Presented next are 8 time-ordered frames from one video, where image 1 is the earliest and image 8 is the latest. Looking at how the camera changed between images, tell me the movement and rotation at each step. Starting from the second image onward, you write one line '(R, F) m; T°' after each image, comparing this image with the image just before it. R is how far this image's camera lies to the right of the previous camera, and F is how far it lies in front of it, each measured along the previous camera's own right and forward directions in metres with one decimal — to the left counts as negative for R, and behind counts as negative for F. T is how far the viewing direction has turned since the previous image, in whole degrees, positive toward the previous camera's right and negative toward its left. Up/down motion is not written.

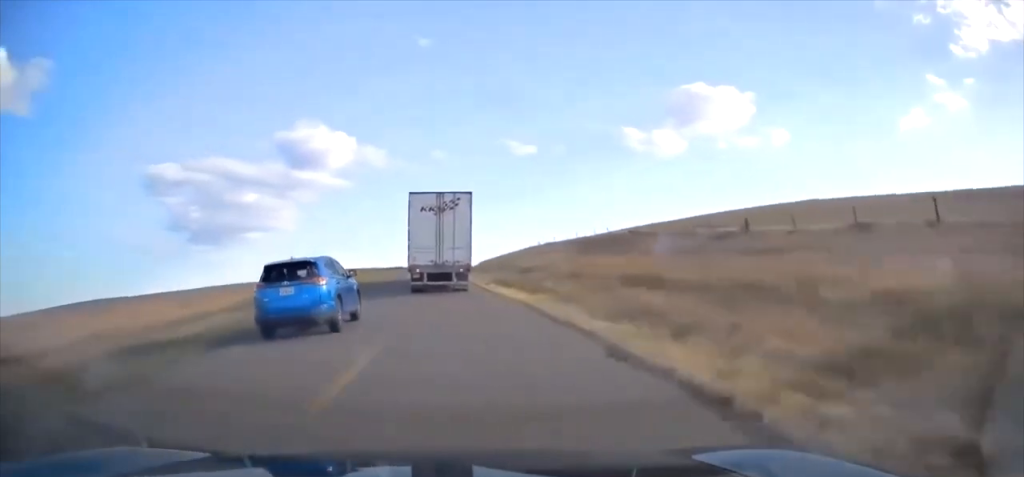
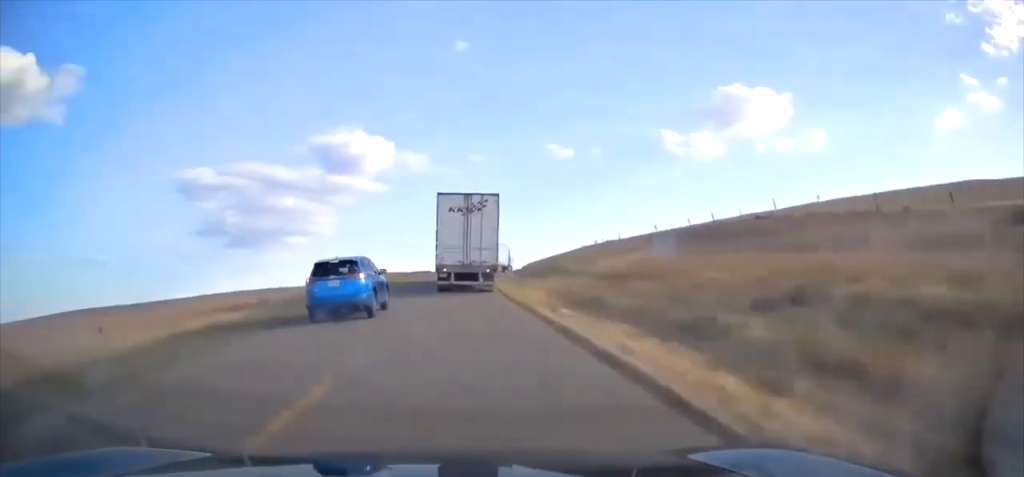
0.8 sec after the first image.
(-0.4, +18.0) m; -3°
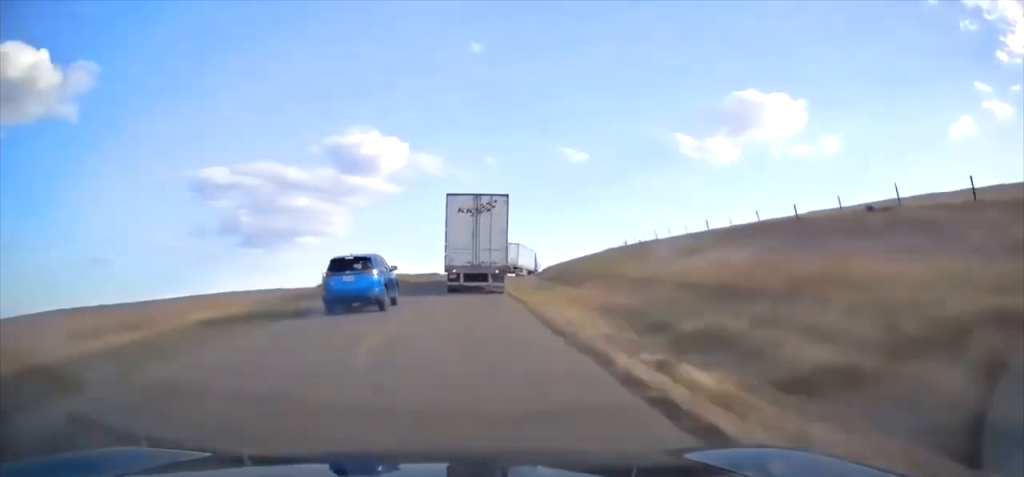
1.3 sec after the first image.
(-0.3, +9.1) m; -1°
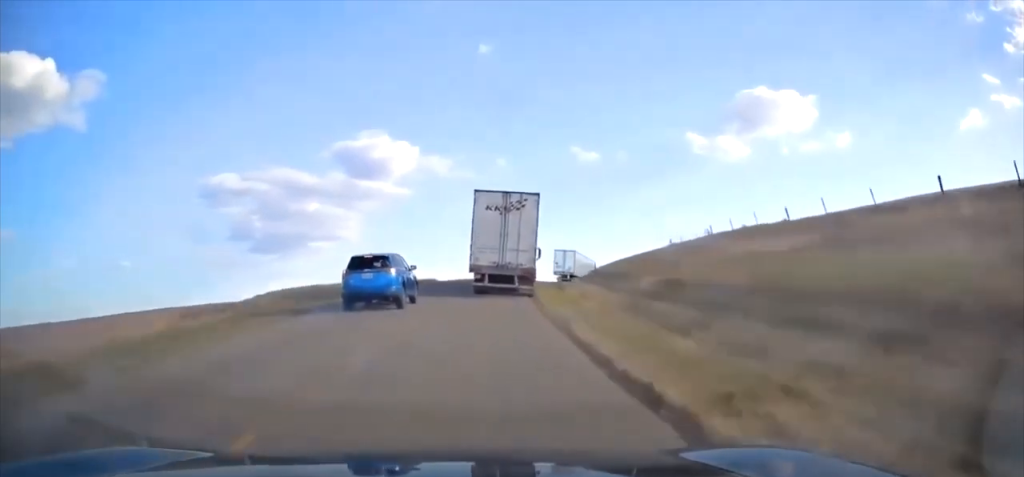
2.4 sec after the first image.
(-0.4, +22.6) m; -1°
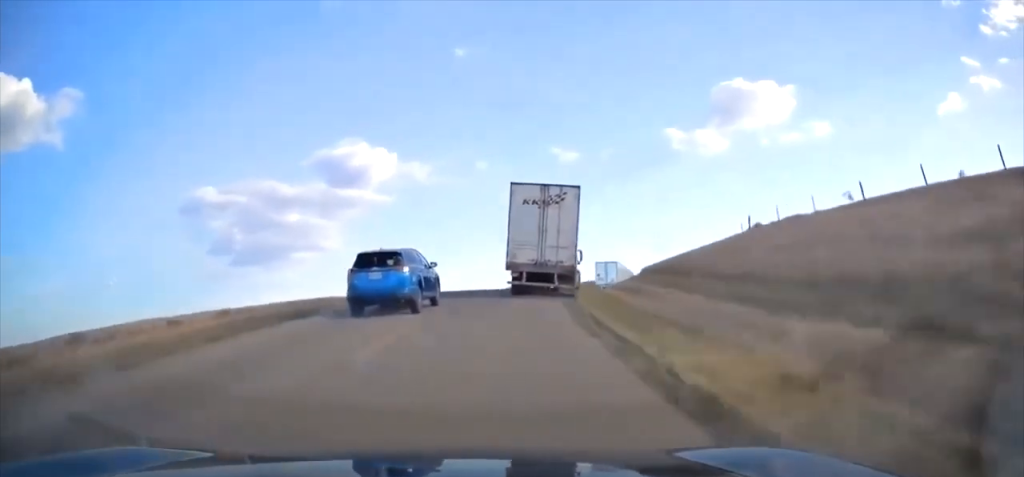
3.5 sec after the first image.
(-0.1, +21.7) m; +1°
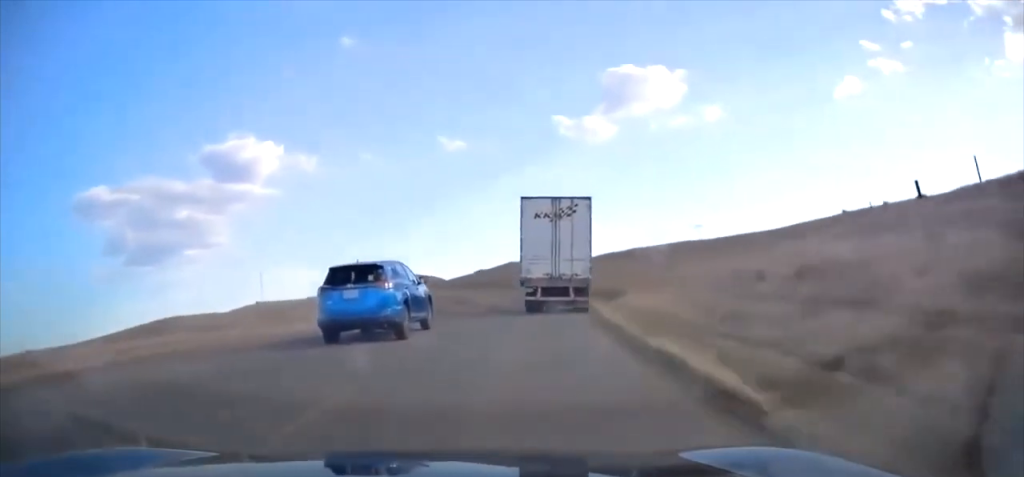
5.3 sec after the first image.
(+2.5, +34.1) m; +9°
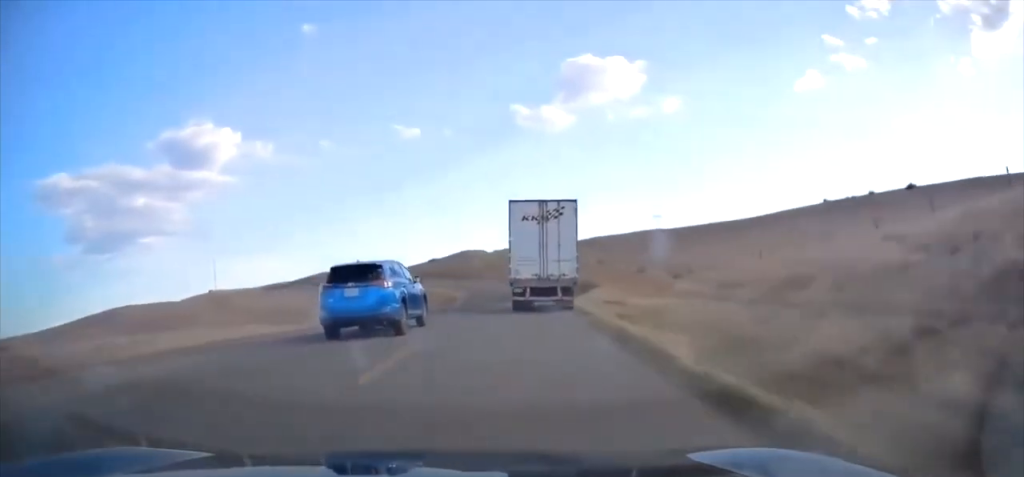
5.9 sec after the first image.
(+0.4, +10.6) m; +3°
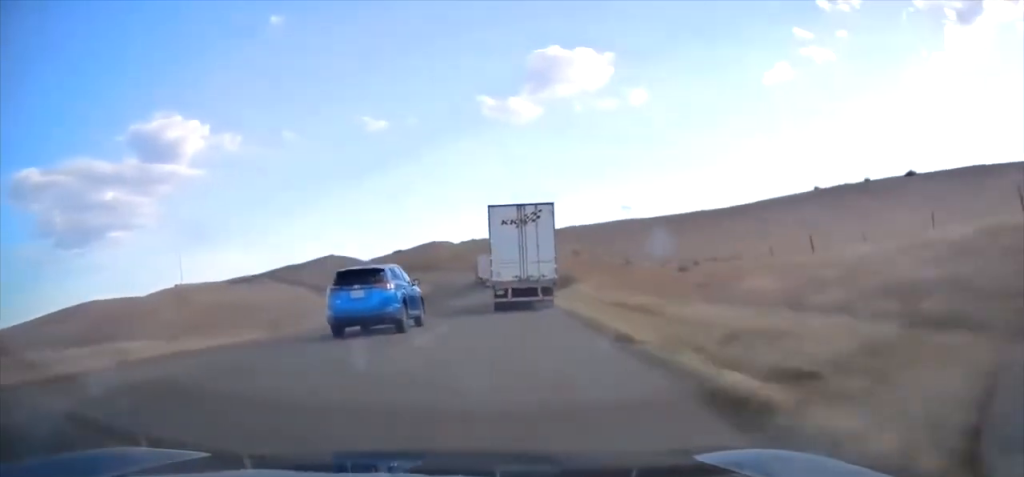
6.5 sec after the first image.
(-0.1, +9.9) m; +3°
